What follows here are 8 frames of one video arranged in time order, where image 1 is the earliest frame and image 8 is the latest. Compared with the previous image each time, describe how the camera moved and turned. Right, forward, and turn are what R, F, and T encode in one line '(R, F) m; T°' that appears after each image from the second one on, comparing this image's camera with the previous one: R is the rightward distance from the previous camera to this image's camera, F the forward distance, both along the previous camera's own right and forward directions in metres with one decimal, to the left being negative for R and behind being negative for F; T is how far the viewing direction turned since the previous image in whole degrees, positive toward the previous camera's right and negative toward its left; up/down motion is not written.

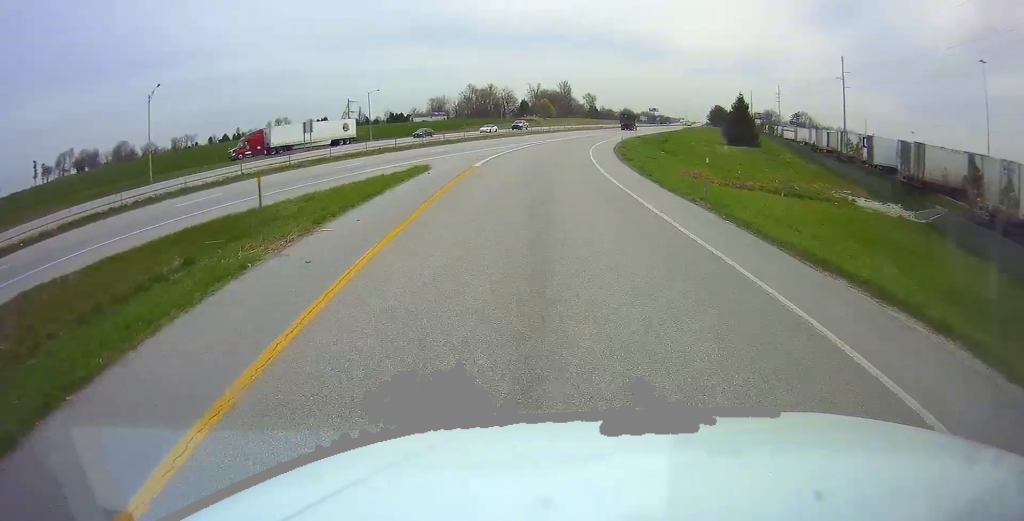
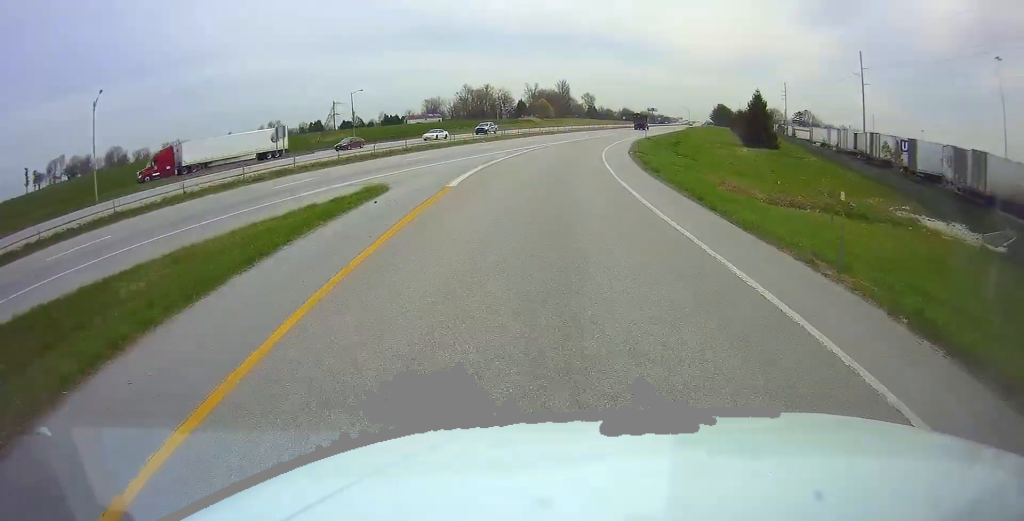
(0.0, +9.5) m; +1°
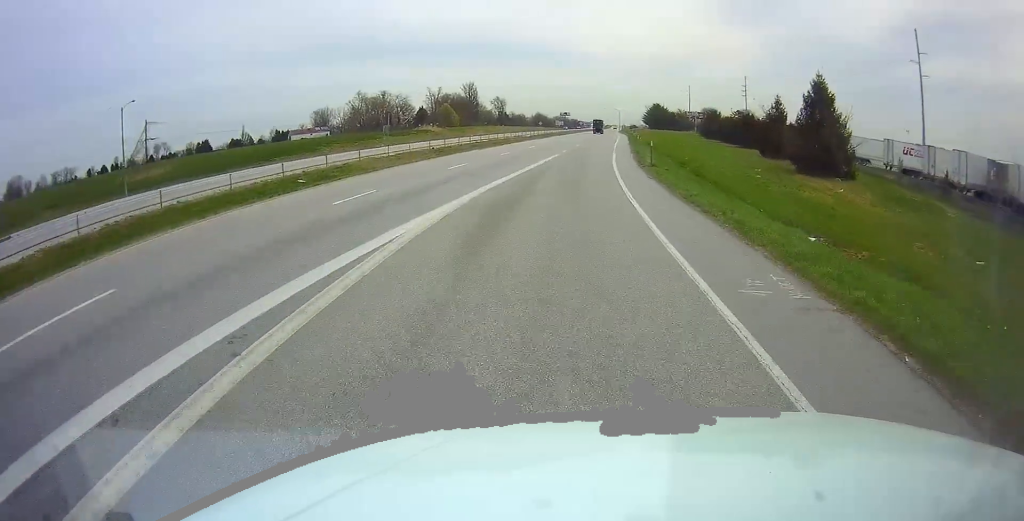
(+2.9, +47.9) m; +8°
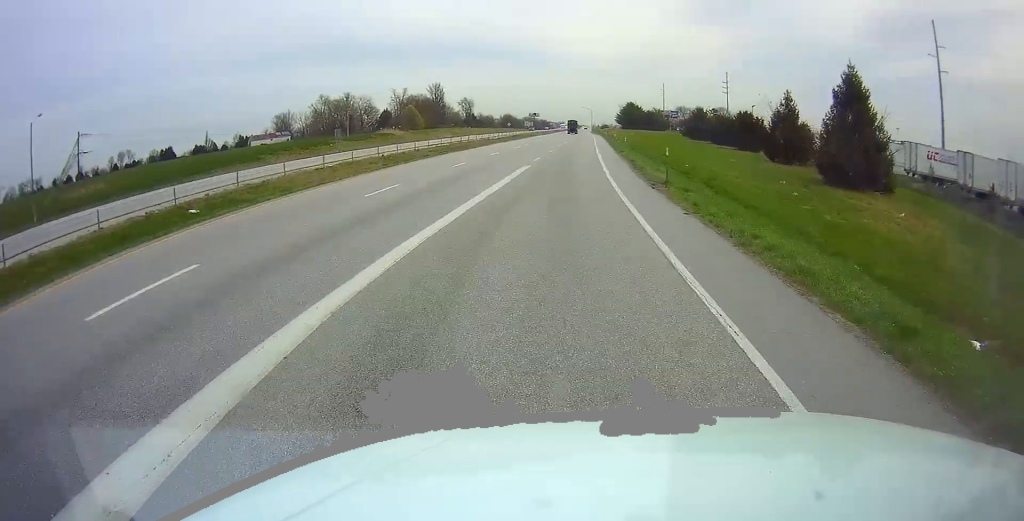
(+0.3, +10.6) m; +2°
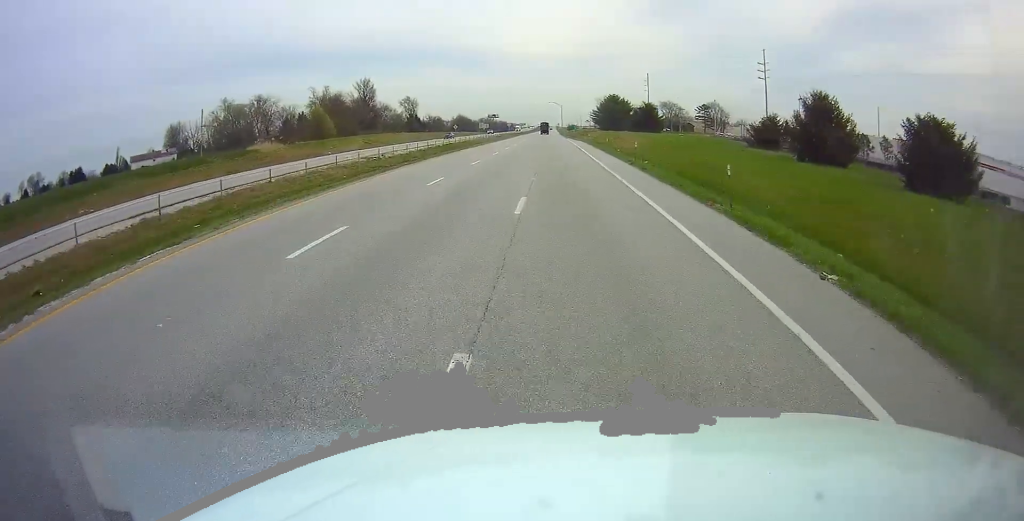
(+1.8, +55.7) m; +2°
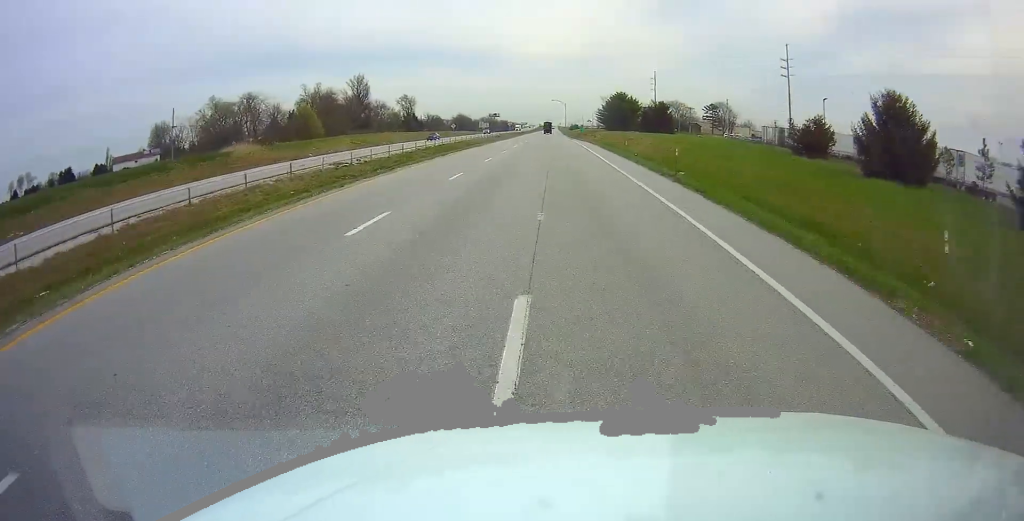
(+0.1, +8.8) m; +1°
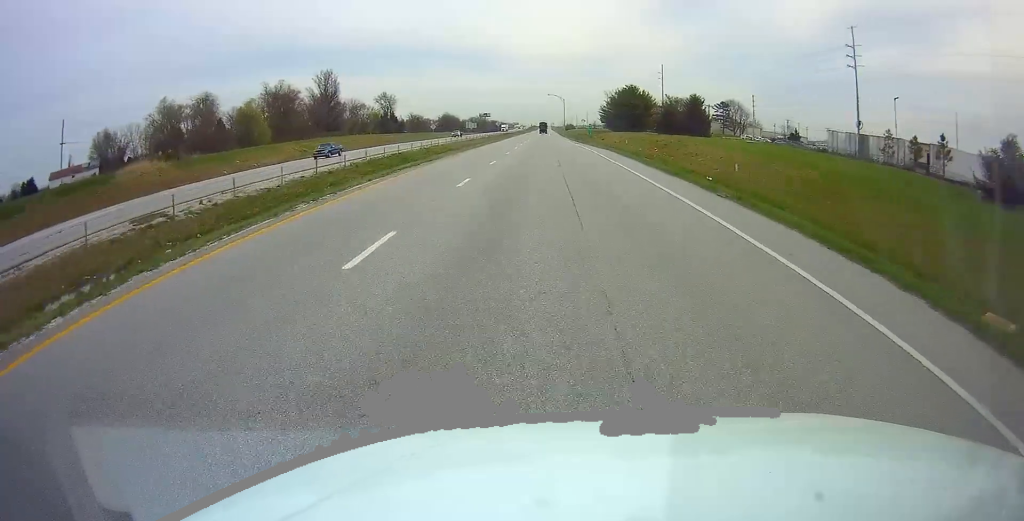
(+0.3, +22.7) m; +1°
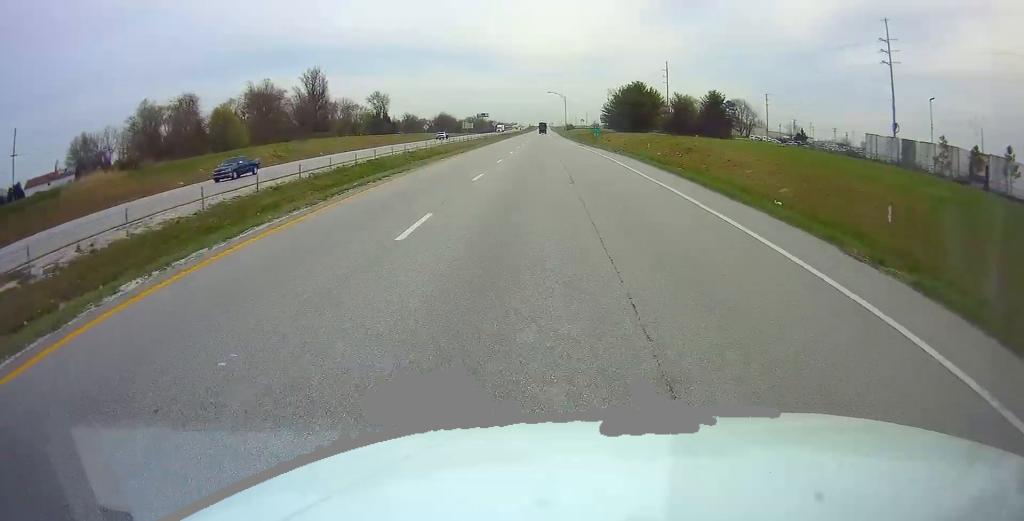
(0.0, +8.7) m; 0°
